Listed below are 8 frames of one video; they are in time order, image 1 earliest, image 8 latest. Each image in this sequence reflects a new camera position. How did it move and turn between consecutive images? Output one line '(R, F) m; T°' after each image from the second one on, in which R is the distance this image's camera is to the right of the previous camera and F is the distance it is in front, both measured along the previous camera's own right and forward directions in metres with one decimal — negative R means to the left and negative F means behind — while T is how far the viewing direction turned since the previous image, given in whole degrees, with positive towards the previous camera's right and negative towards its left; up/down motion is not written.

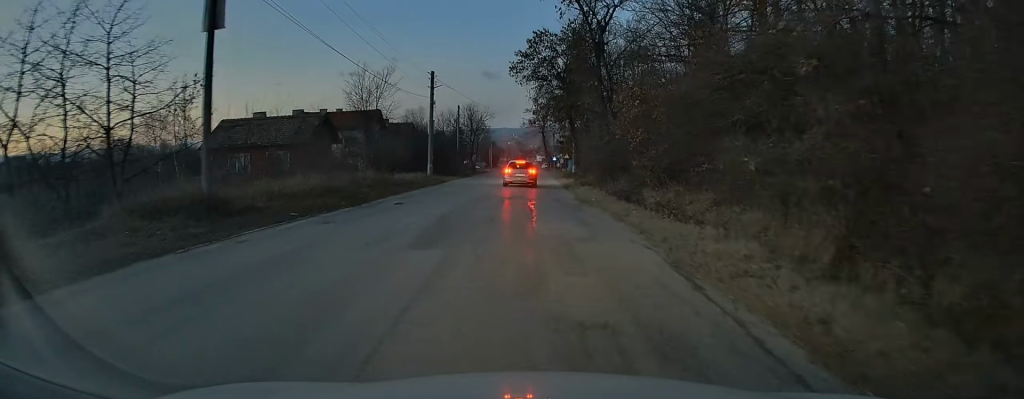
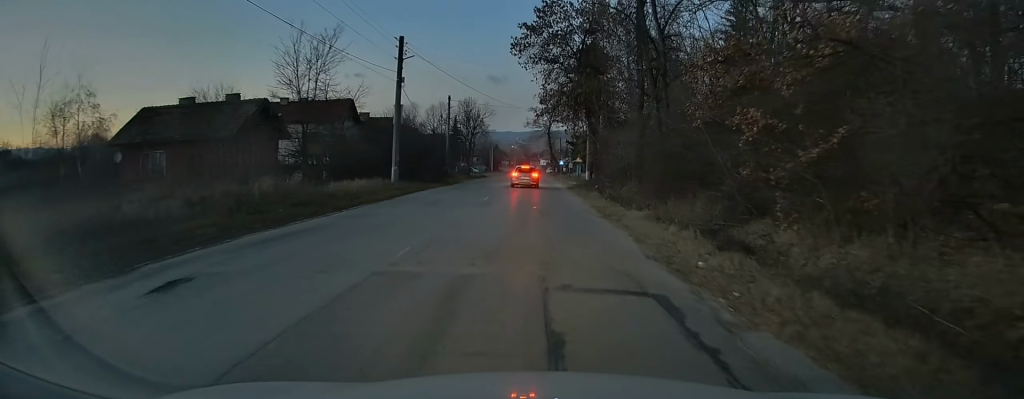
(0.0, +13.4) m; 0°
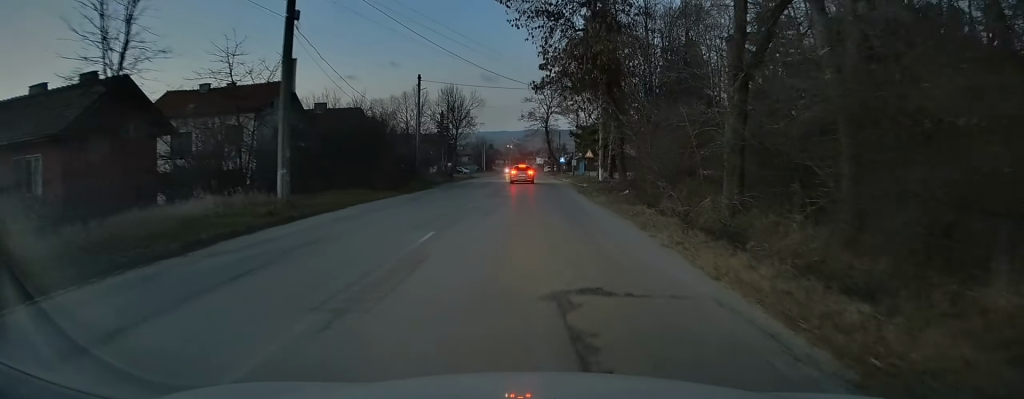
(+0.1, +15.0) m; 0°
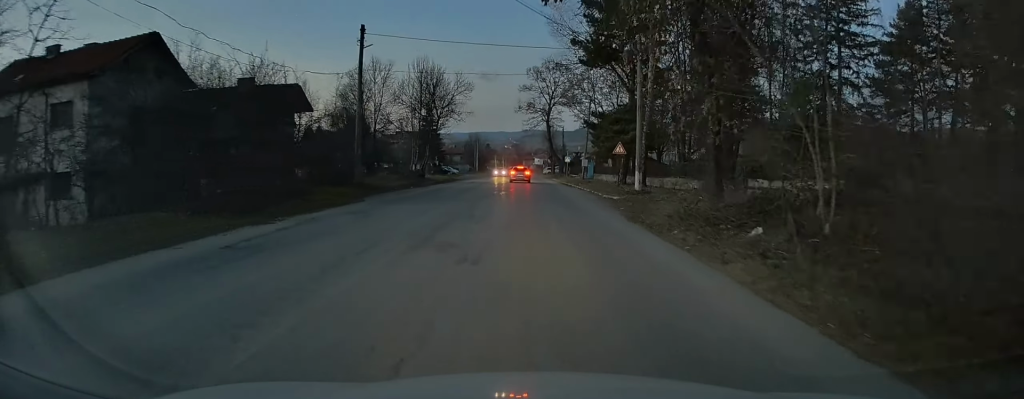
(-0.1, +17.4) m; +1°
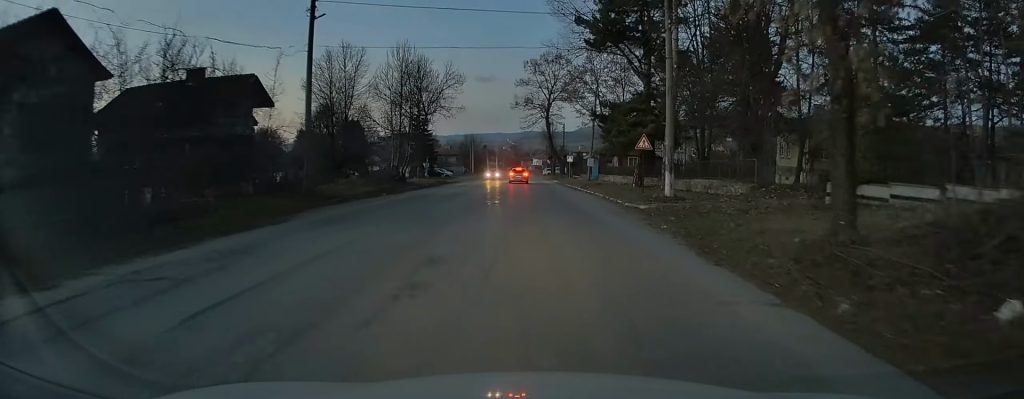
(+0.2, +7.3) m; +1°
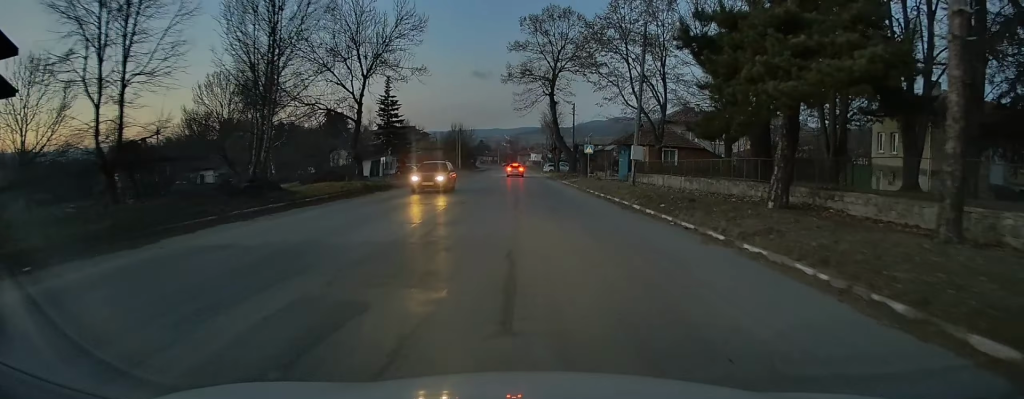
(+0.1, +23.4) m; 0°
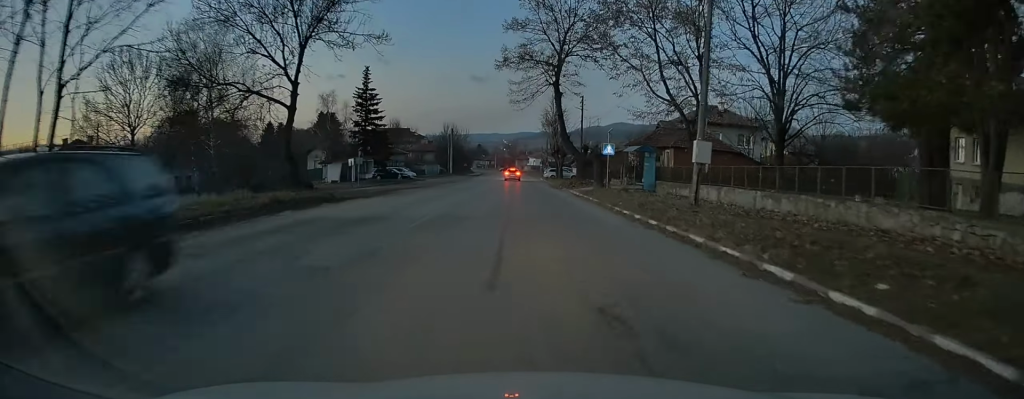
(0.0, +11.4) m; 0°
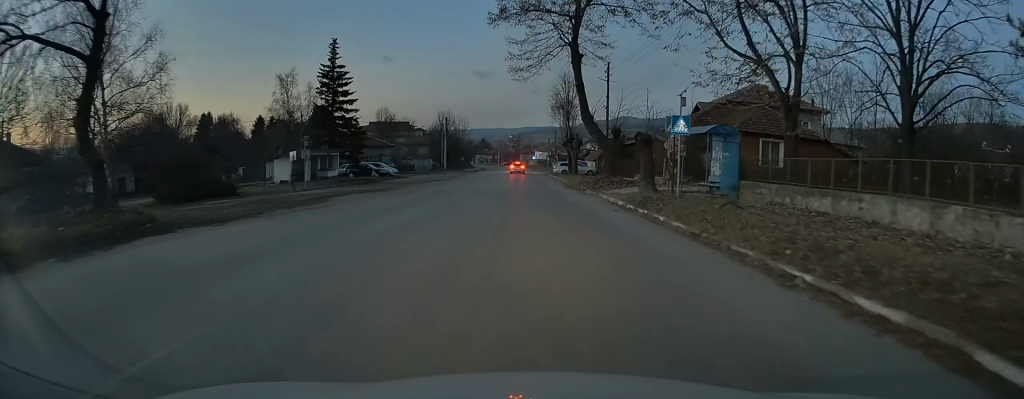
(-0.1, +14.7) m; -1°
